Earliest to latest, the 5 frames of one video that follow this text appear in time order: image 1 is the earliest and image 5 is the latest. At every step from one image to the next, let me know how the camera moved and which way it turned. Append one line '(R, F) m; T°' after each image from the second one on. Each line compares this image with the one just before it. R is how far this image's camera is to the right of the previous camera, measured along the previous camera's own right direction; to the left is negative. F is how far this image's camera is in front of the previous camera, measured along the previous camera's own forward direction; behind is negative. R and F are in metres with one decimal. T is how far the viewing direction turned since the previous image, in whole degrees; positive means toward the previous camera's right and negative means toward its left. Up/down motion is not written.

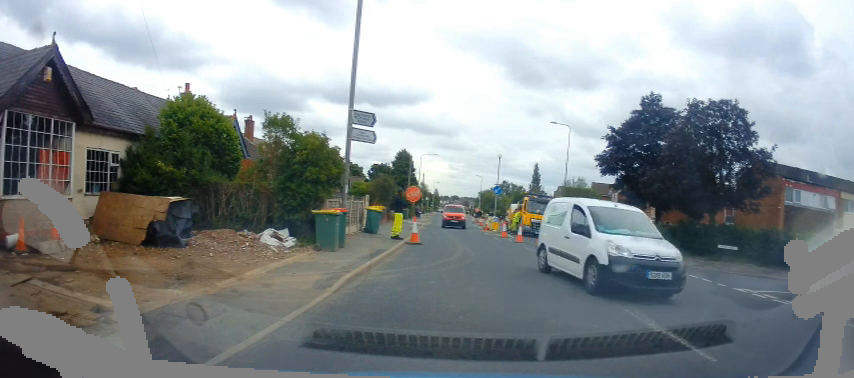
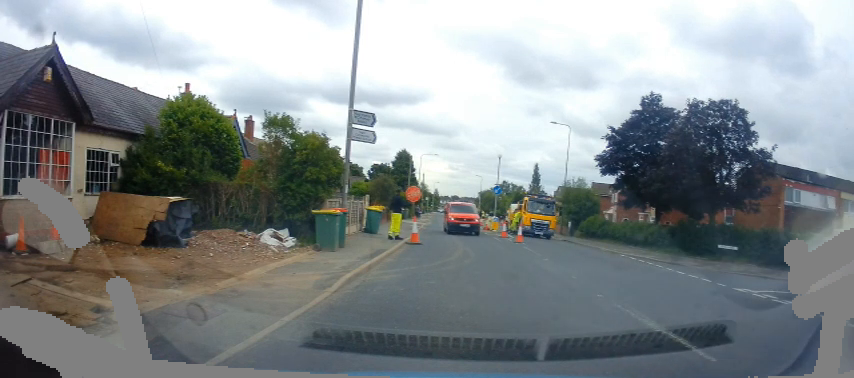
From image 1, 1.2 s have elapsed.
(0.0, 0.0) m; 0°
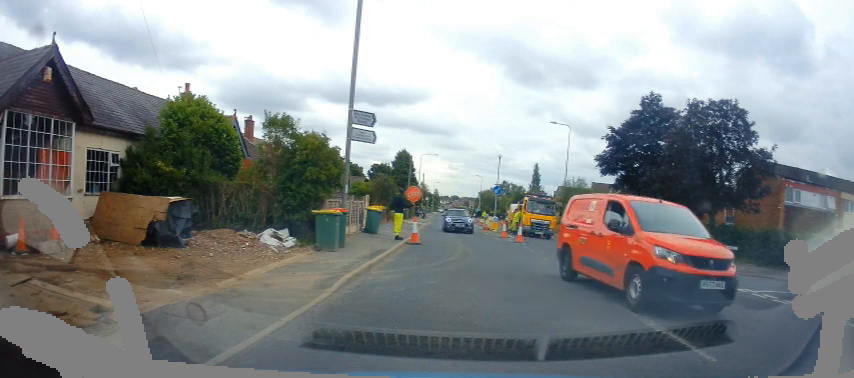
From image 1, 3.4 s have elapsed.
(0.0, 0.0) m; 0°
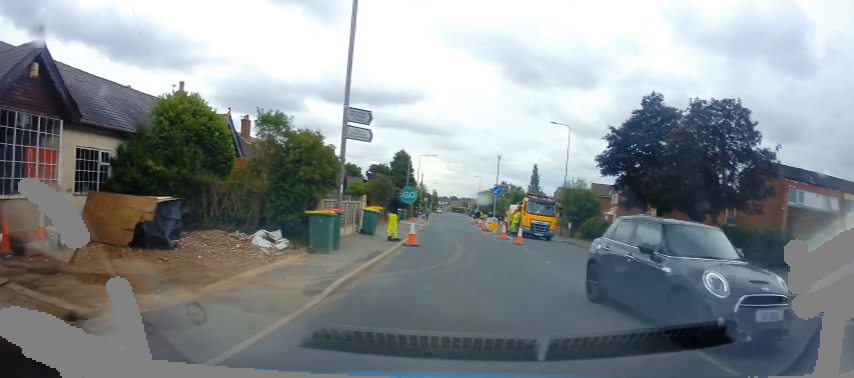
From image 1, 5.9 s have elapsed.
(+0.1, +0.7) m; +1°
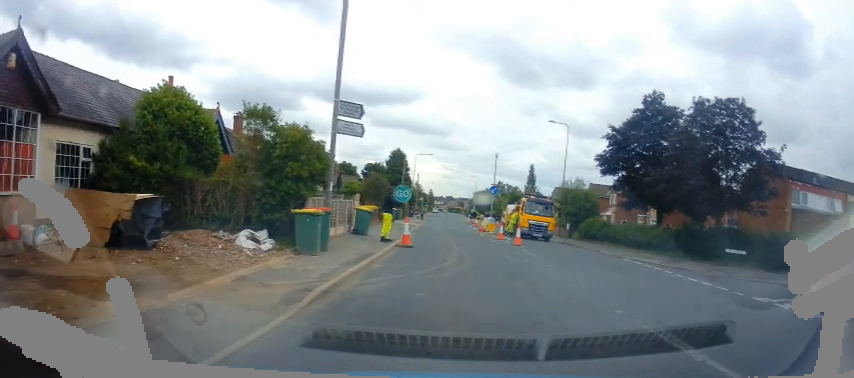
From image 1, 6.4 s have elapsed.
(-0.1, +0.9) m; +5°
